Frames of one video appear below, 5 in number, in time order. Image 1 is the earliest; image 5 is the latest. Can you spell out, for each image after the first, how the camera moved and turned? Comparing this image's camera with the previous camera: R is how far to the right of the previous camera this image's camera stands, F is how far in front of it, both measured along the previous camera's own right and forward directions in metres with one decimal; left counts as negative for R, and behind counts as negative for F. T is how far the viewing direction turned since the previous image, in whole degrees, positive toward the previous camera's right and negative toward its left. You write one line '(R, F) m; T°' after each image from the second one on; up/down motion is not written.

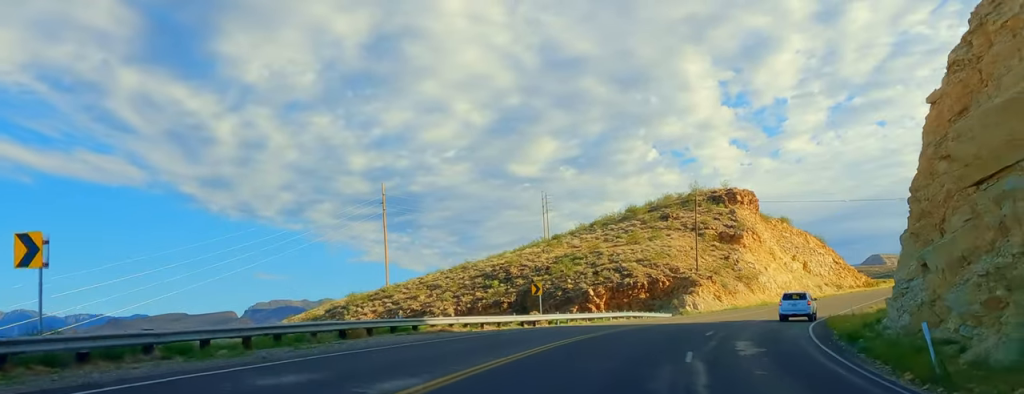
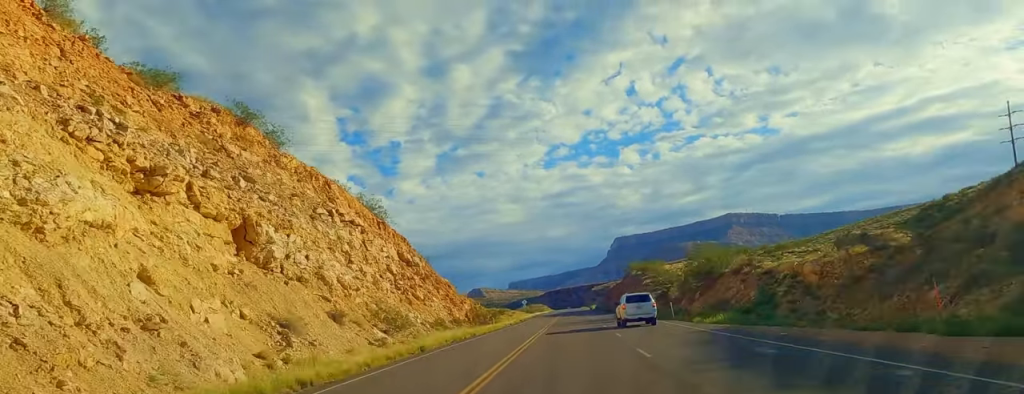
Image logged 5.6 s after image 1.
(+28.9, +117.6) m; +18°
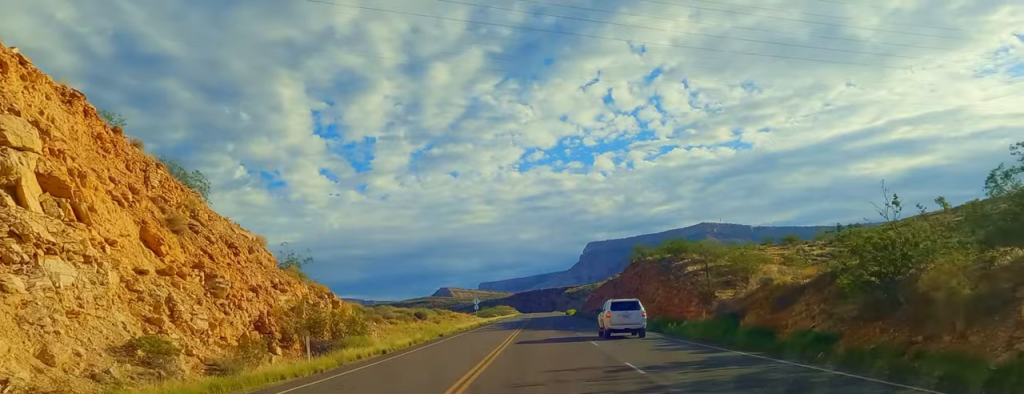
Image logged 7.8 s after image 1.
(-0.5, +51.3) m; 0°
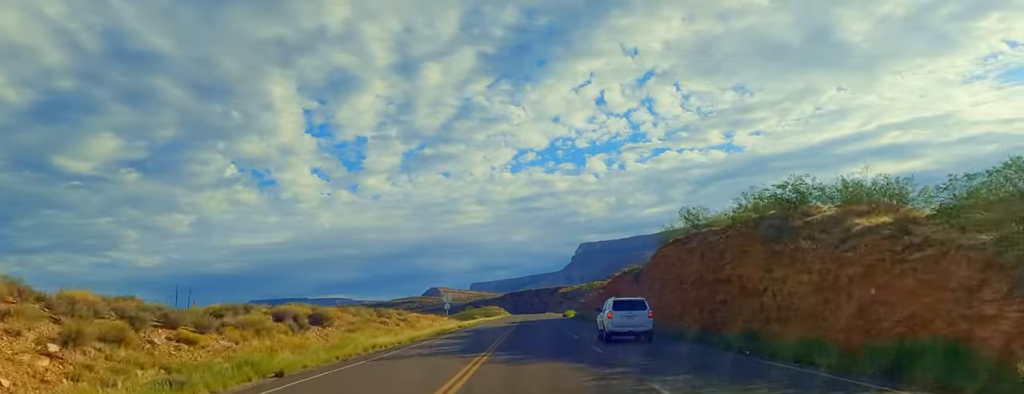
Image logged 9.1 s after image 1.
(+0.3, +29.4) m; +1°
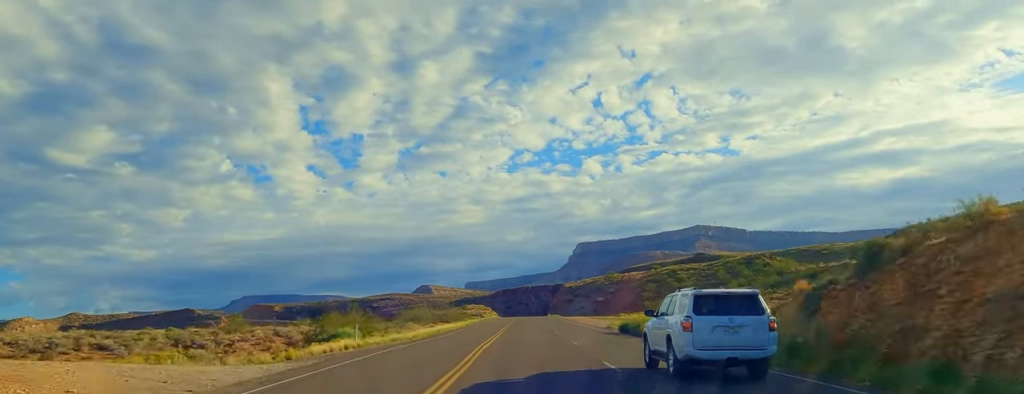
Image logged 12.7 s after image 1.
(+1.5, +90.8) m; 0°
